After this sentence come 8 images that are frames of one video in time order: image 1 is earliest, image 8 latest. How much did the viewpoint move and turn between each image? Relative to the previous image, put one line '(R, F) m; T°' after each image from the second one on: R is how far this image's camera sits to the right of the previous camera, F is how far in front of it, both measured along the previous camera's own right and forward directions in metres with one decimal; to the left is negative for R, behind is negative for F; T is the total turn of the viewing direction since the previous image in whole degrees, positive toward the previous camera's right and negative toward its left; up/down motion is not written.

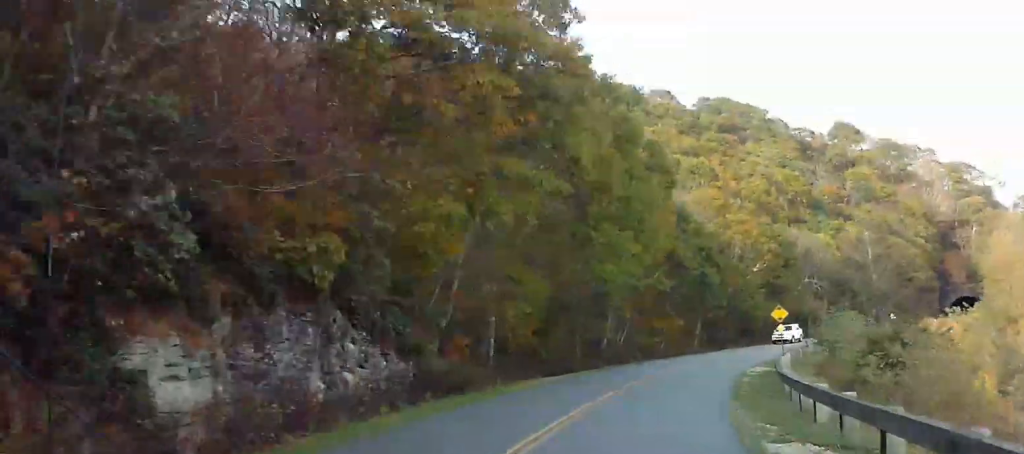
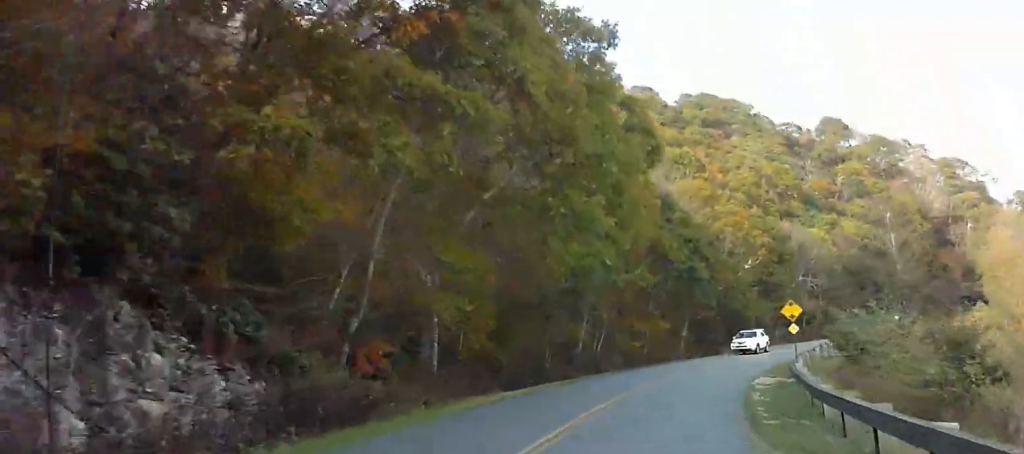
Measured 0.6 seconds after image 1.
(-1.6, +9.7) m; -14°
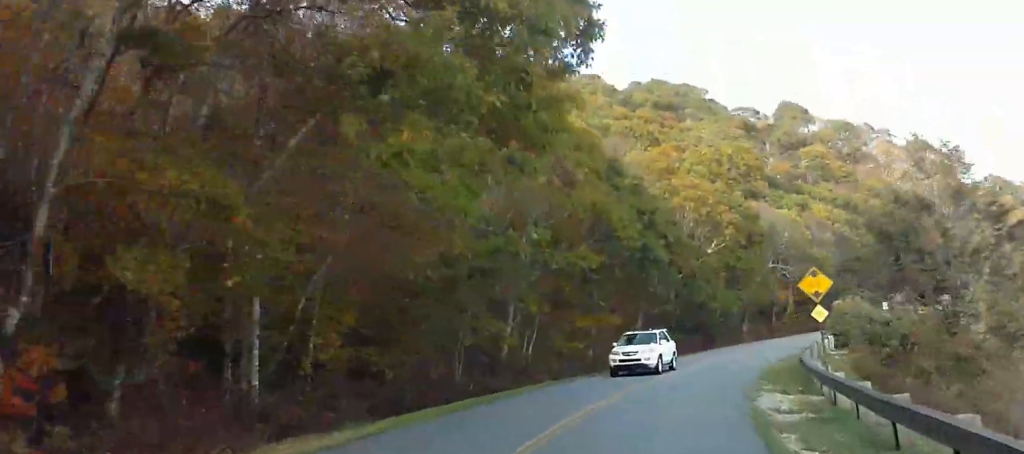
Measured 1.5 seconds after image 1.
(-1.8, +15.6) m; -7°
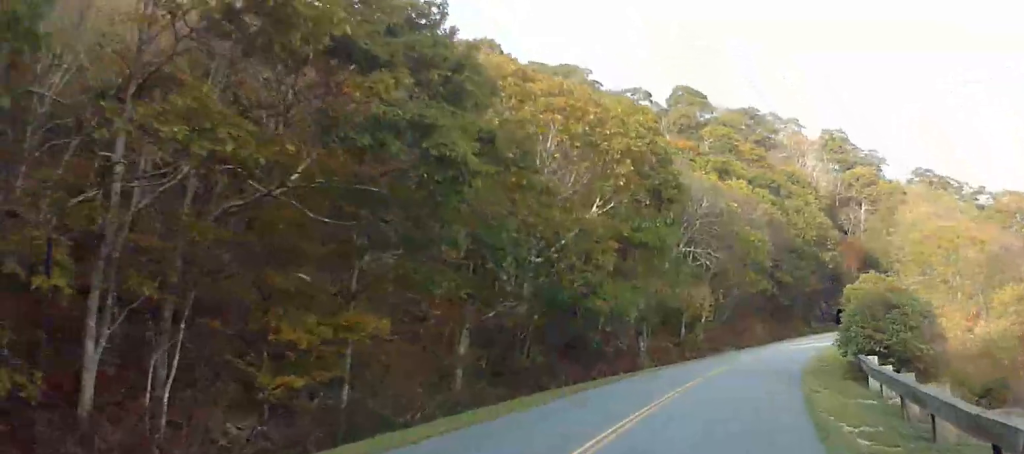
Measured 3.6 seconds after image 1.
(+4.6, +30.1) m; +18°
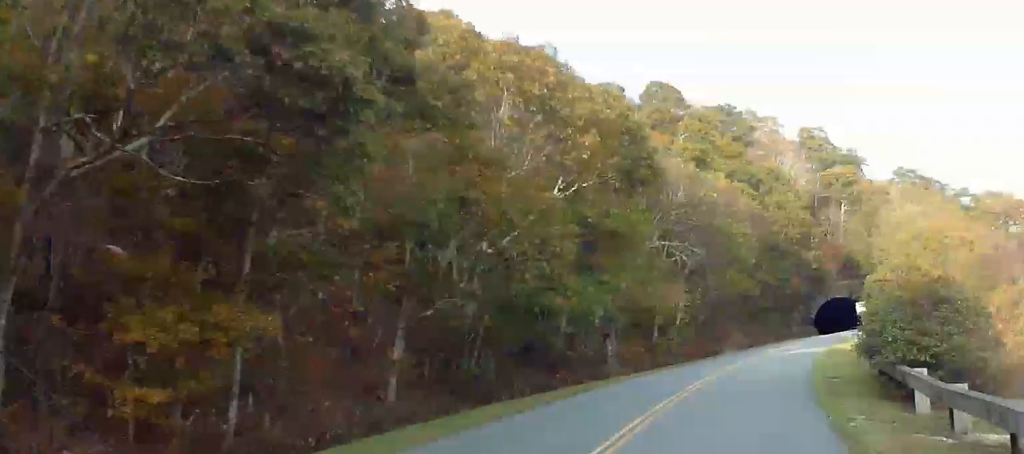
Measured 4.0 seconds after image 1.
(-0.1, +6.5) m; 0°
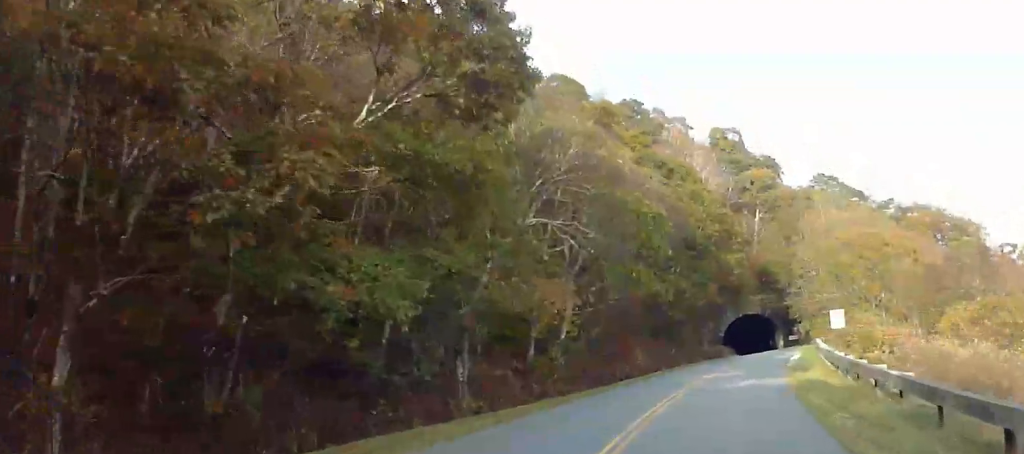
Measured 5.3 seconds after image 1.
(0.0, +17.5) m; -1°
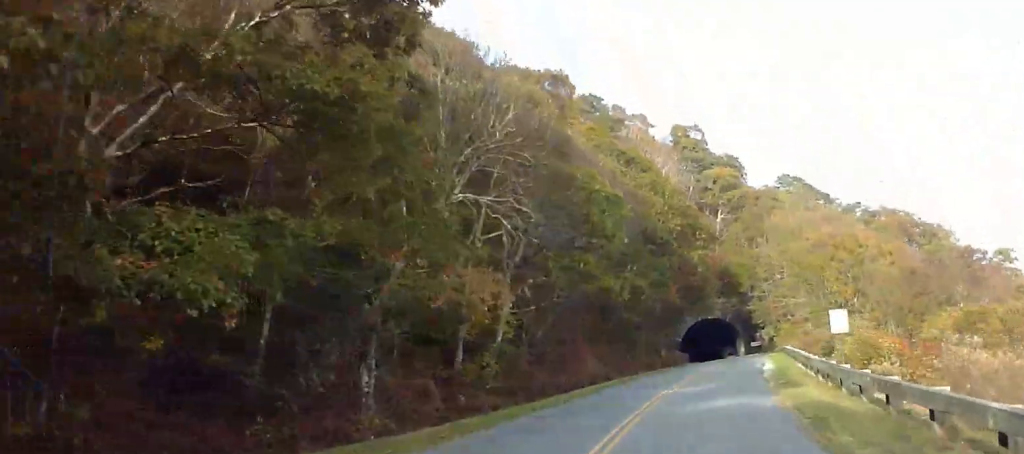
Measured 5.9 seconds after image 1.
(-0.1, +7.2) m; 0°
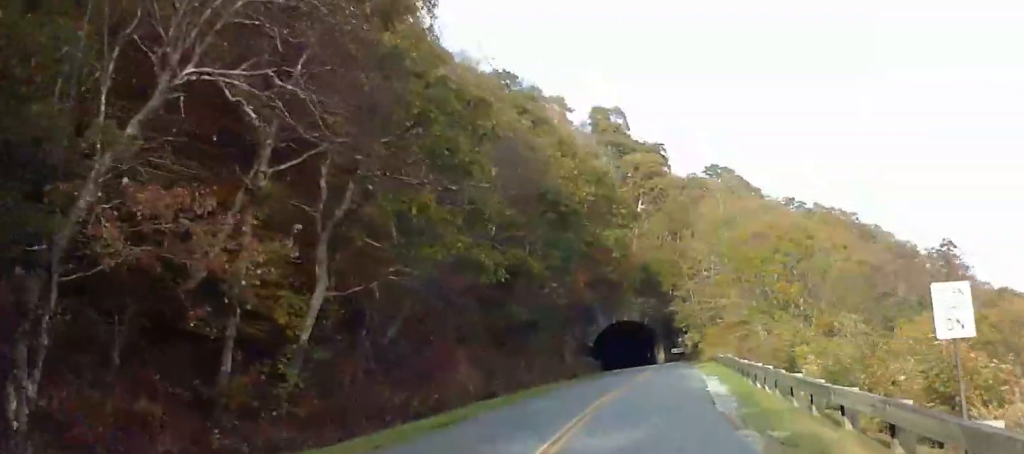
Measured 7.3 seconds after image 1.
(+0.1, +15.1) m; +3°
